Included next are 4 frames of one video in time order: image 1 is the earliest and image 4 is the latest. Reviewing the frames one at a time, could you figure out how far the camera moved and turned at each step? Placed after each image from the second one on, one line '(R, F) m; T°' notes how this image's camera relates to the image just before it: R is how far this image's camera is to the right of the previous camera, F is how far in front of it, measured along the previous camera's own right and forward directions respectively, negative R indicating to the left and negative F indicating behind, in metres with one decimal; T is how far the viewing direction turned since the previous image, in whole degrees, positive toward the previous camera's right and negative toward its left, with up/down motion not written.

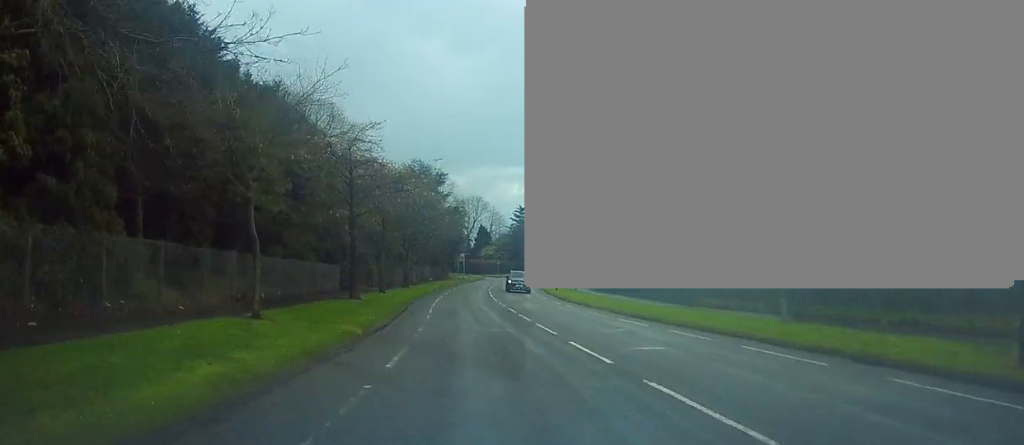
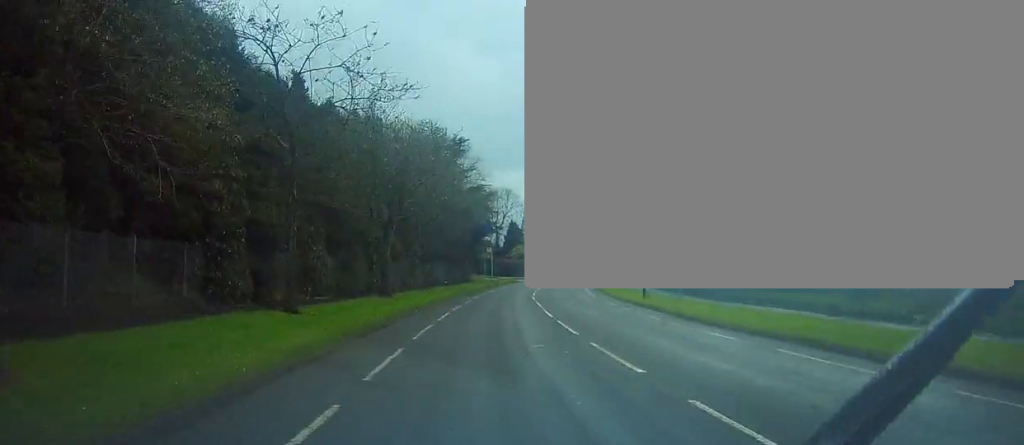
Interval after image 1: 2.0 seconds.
(-0.4, +23.9) m; -2°
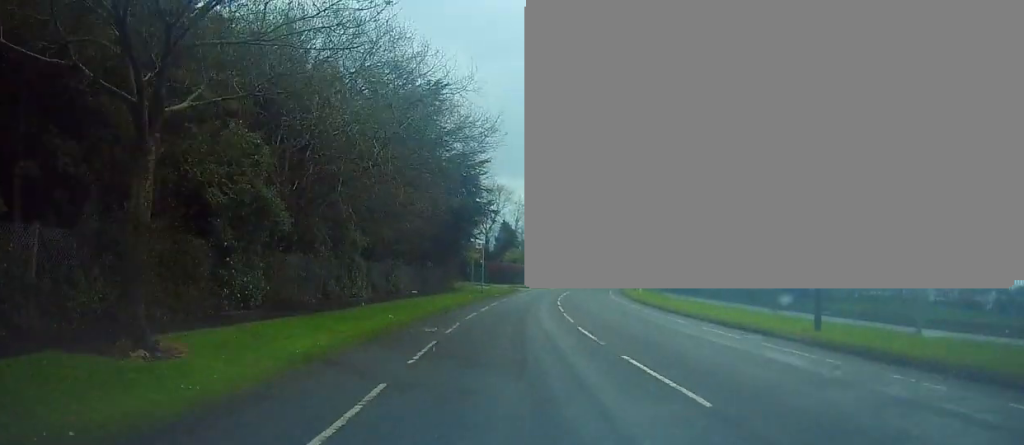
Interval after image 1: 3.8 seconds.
(0.0, +20.7) m; +2°
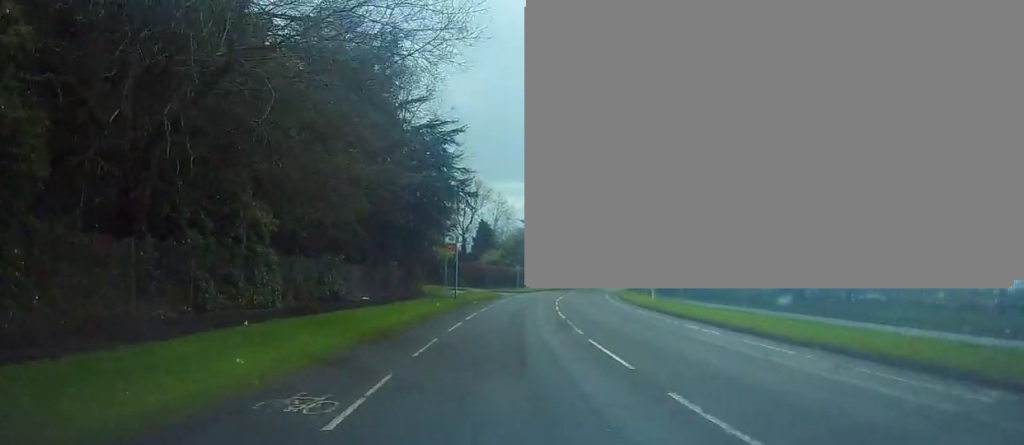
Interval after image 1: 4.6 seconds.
(+0.2, +10.1) m; +1°
